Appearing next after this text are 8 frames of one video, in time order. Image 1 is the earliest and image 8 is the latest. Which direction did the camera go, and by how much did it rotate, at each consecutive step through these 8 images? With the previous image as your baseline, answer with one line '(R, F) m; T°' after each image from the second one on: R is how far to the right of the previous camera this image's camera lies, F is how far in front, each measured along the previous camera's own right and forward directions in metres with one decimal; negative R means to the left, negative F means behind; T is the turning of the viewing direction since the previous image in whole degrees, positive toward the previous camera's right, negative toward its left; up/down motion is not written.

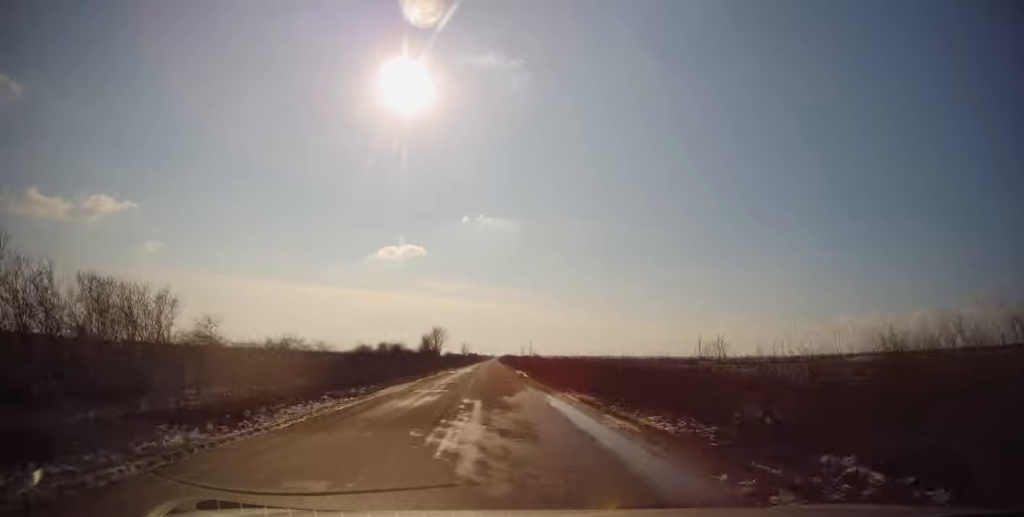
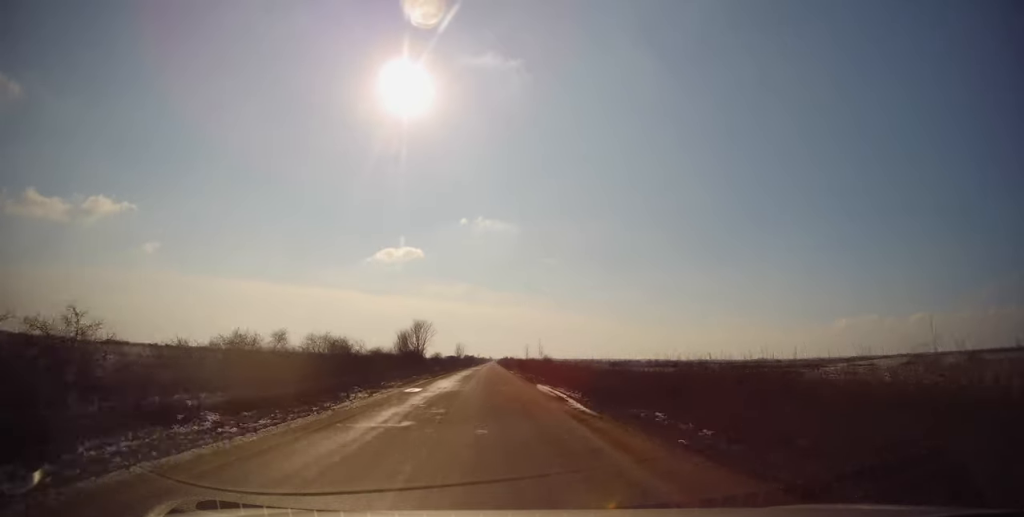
(+0.3, +22.6) m; +1°
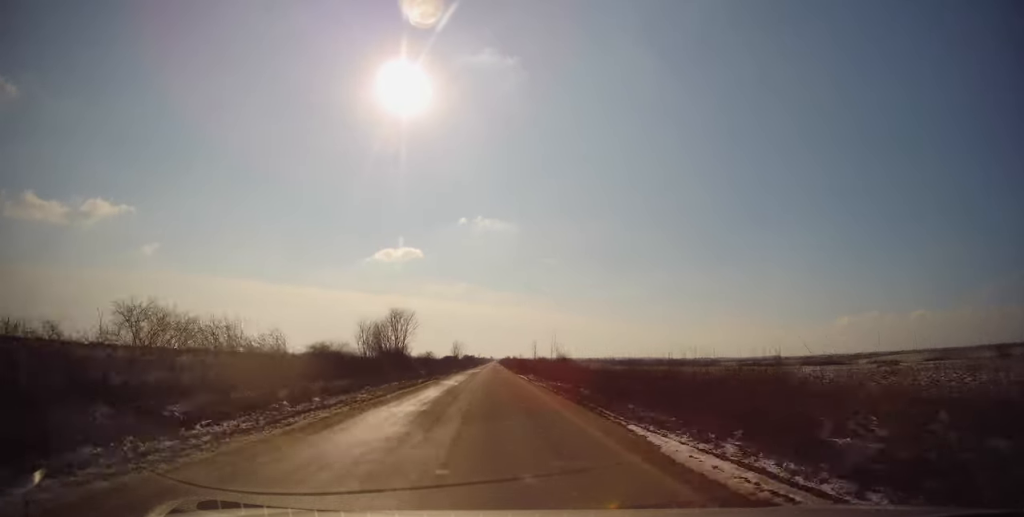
(0.0, +18.0) m; 0°
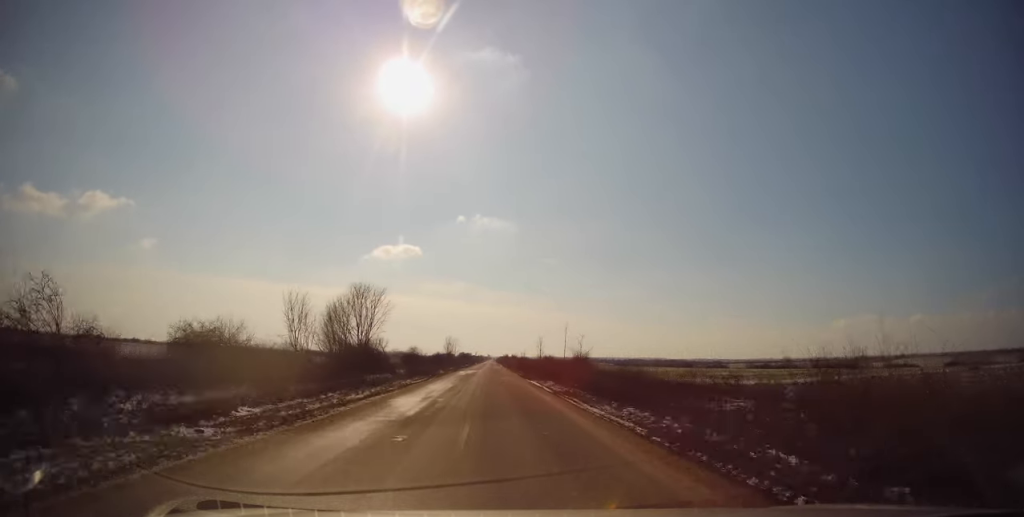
(-0.1, +15.3) m; 0°
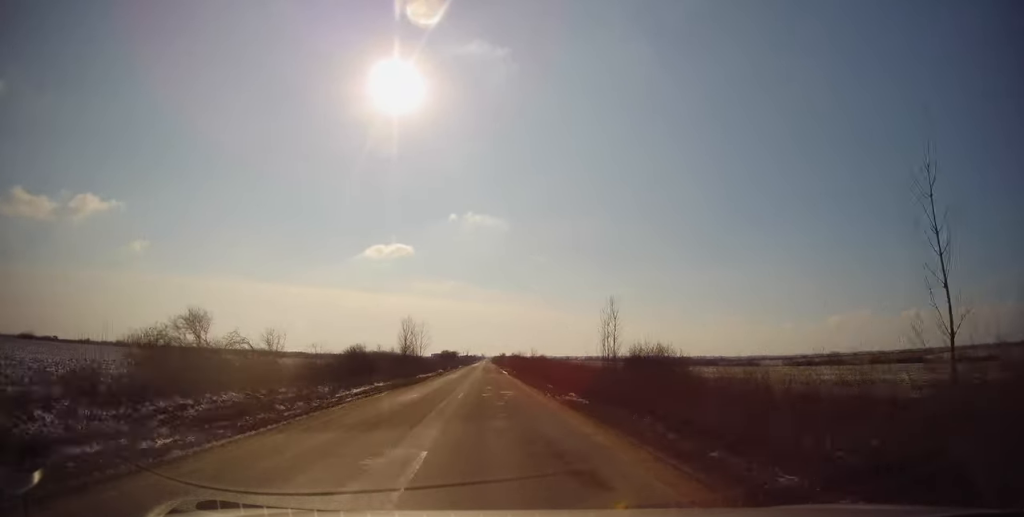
(+0.4, +55.0) m; +1°
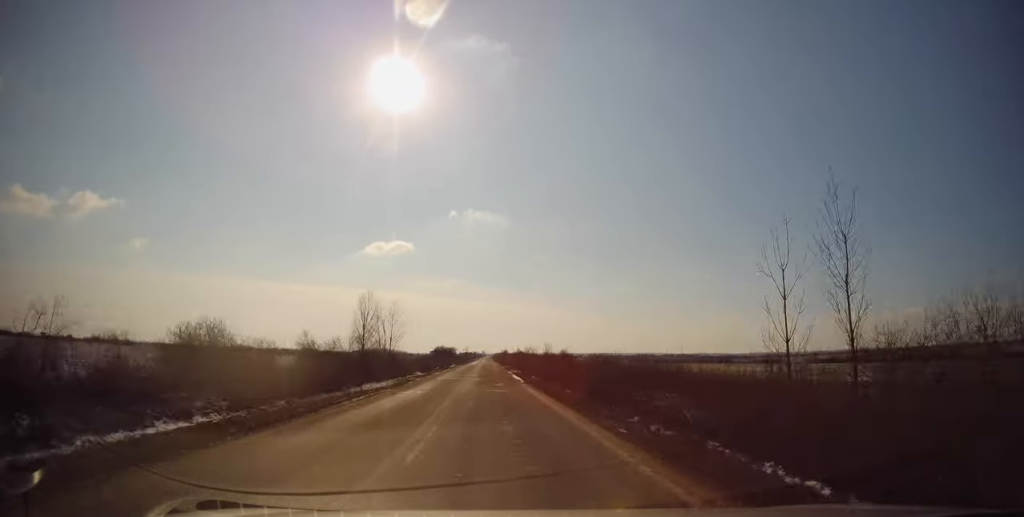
(+0.2, +22.4) m; 0°
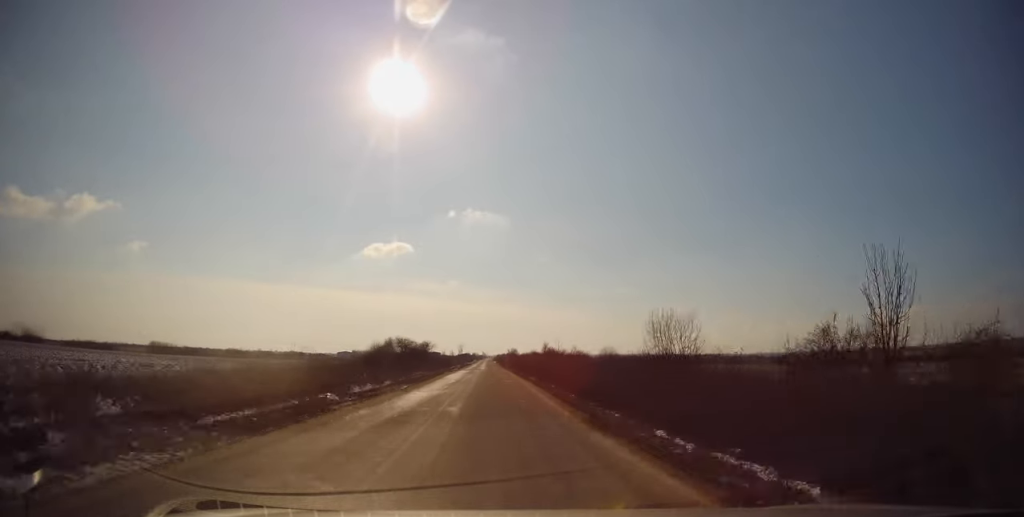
(-0.9, +67.5) m; -1°
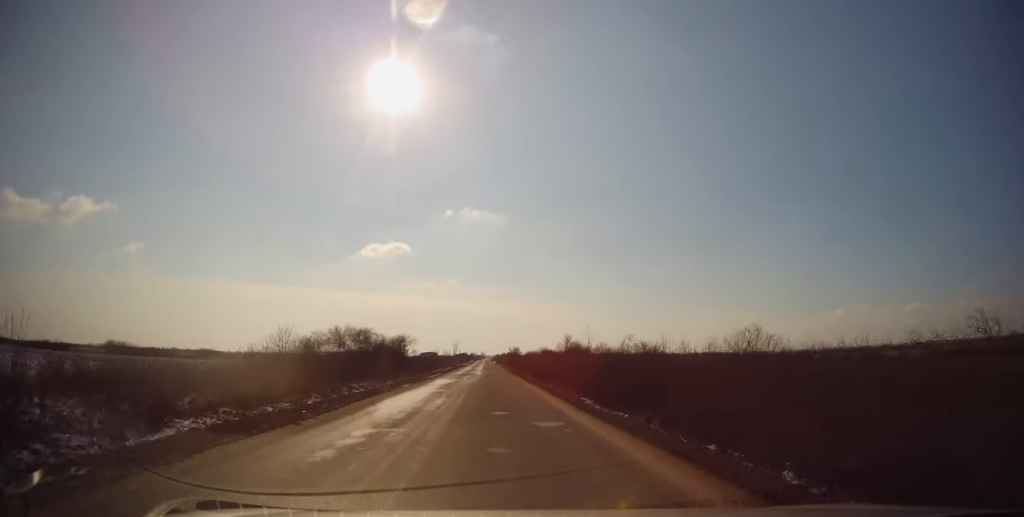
(-0.2, +23.1) m; 0°
